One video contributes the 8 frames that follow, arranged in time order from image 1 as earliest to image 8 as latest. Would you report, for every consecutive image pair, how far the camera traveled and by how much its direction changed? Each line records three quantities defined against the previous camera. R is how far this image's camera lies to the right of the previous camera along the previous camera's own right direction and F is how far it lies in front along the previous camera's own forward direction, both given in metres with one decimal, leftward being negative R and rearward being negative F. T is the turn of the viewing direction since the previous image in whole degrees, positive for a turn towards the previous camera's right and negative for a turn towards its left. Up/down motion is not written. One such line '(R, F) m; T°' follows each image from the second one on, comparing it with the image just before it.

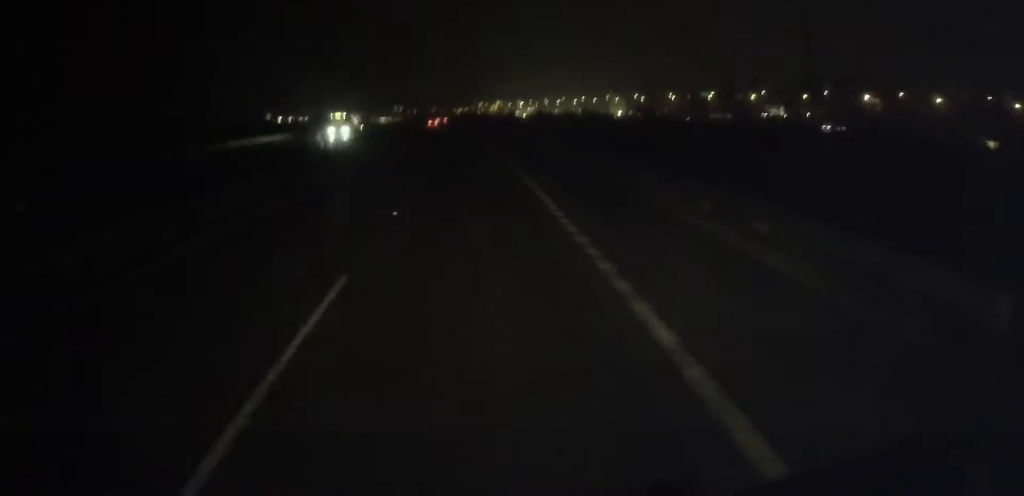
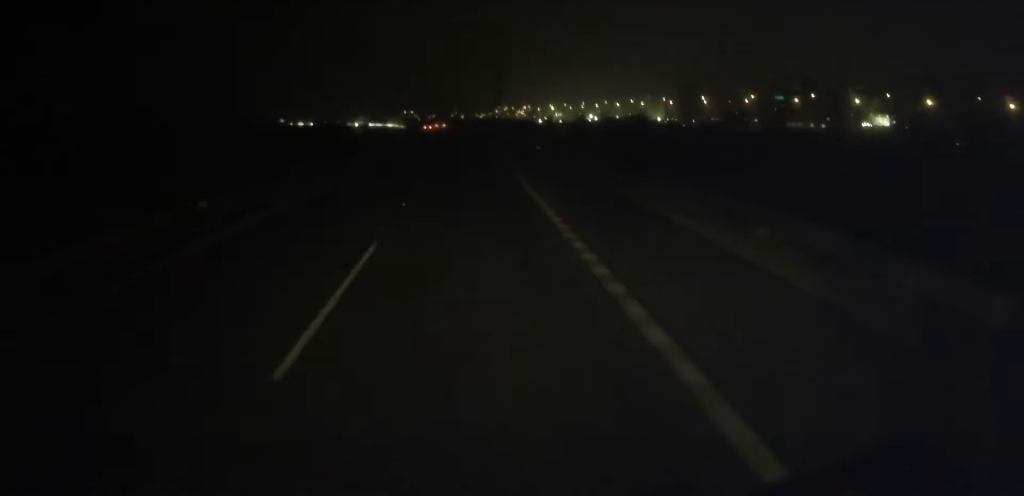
(-0.9, +68.6) m; -2°
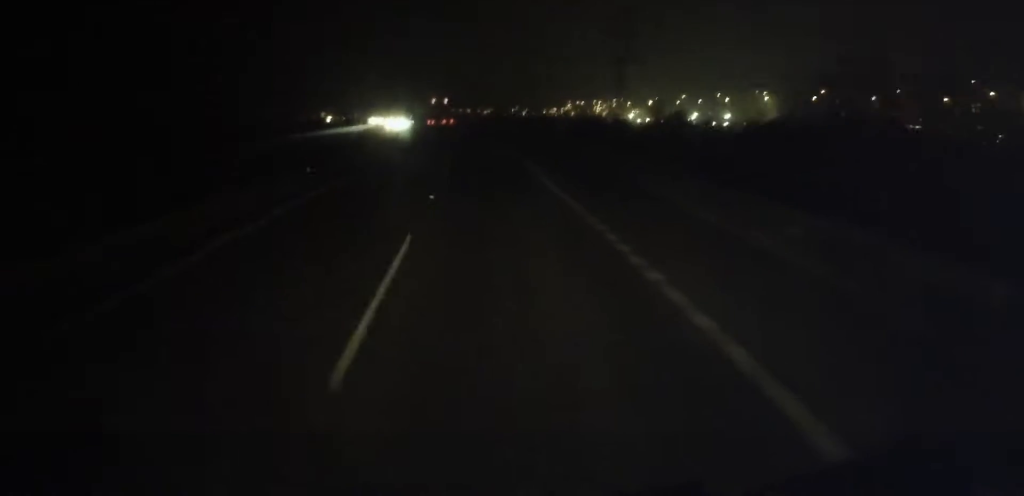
(-6.8, +143.4) m; -5°
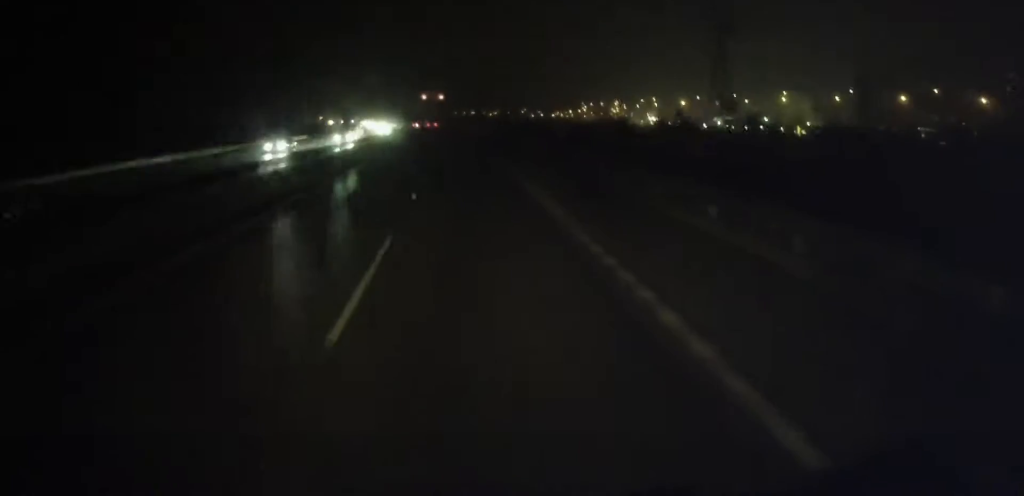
(-0.7, +53.0) m; -2°
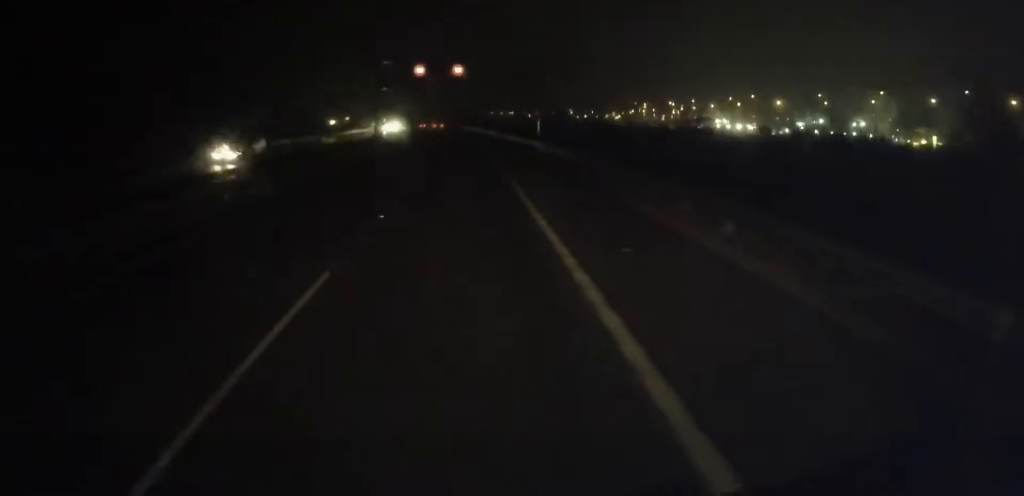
(-0.6, +74.9) m; -2°
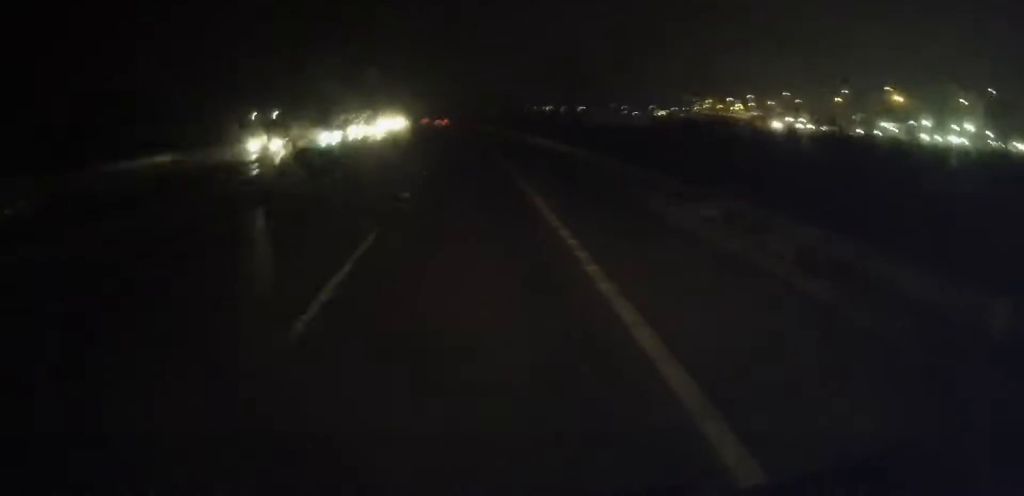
(-2.1, +68.7) m; -3°
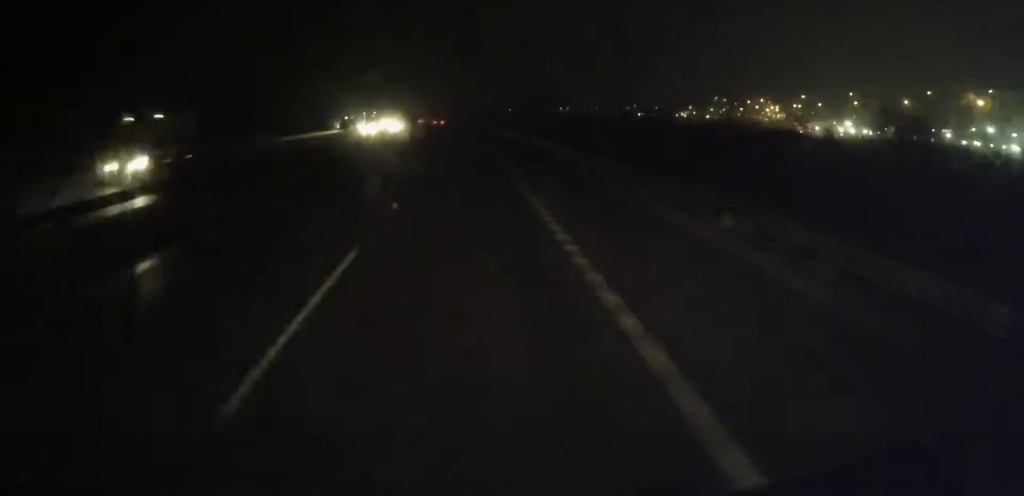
(-0.4, +37.5) m; -1°
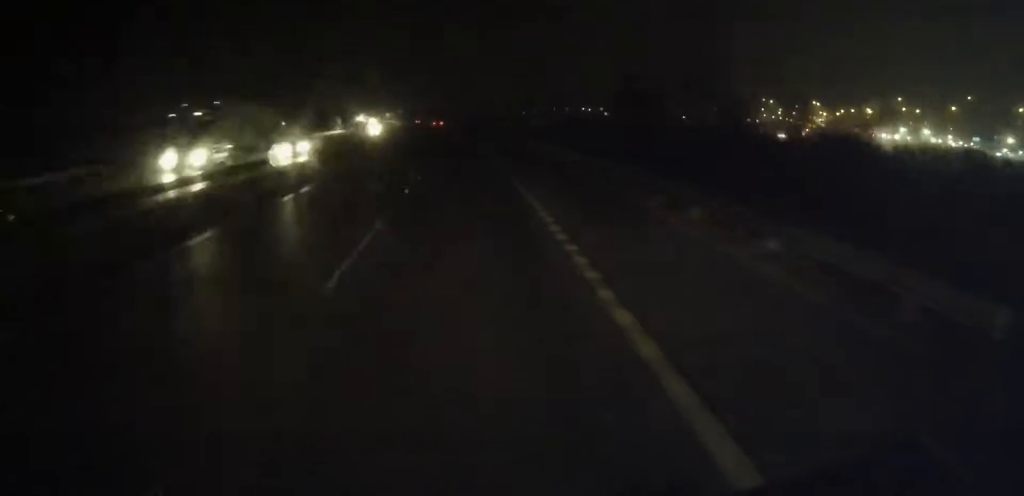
(-0.8, +50.0) m; -2°
